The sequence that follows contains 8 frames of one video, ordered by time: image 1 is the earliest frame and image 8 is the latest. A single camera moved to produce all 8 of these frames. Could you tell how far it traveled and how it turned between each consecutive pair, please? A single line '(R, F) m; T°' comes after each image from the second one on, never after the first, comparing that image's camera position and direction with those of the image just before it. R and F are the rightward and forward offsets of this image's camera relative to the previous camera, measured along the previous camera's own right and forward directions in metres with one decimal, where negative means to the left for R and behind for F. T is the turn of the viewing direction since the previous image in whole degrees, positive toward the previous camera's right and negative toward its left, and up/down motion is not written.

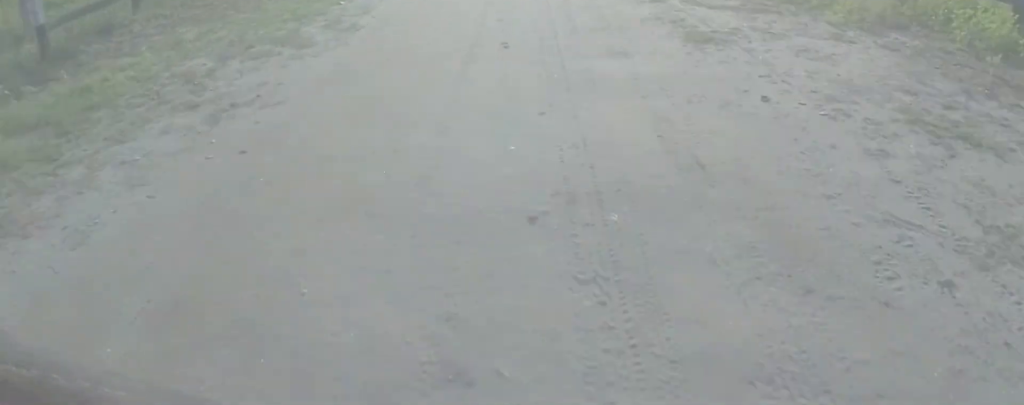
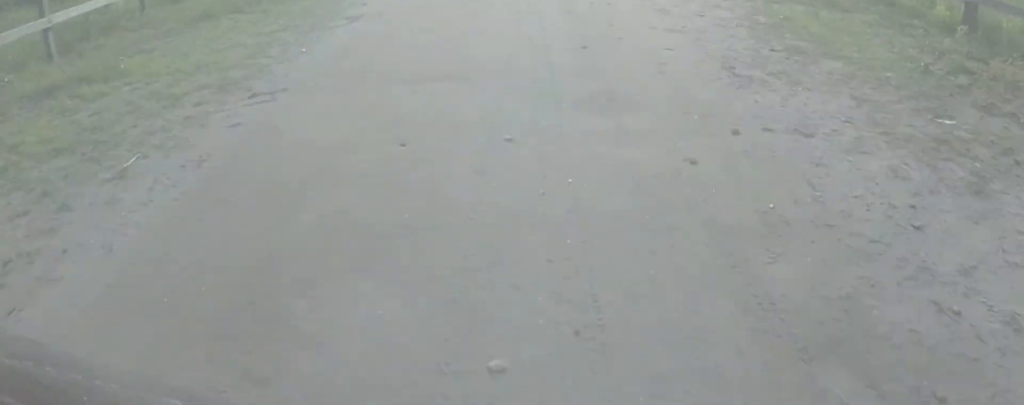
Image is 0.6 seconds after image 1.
(0.0, +7.6) m; +1°
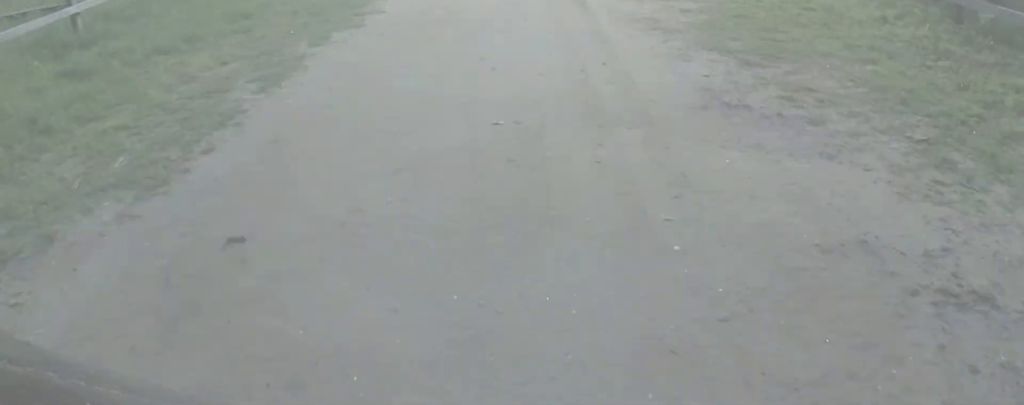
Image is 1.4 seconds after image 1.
(+0.1, +9.0) m; +1°
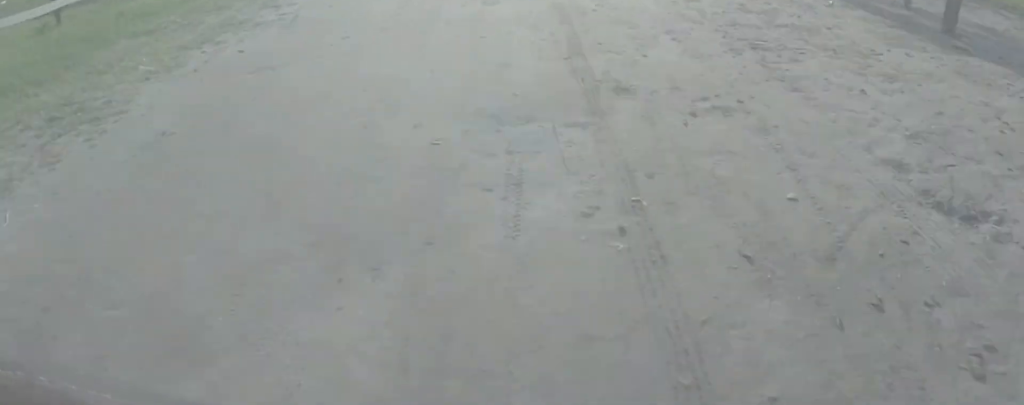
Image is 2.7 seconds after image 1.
(0.0, +15.0) m; -1°
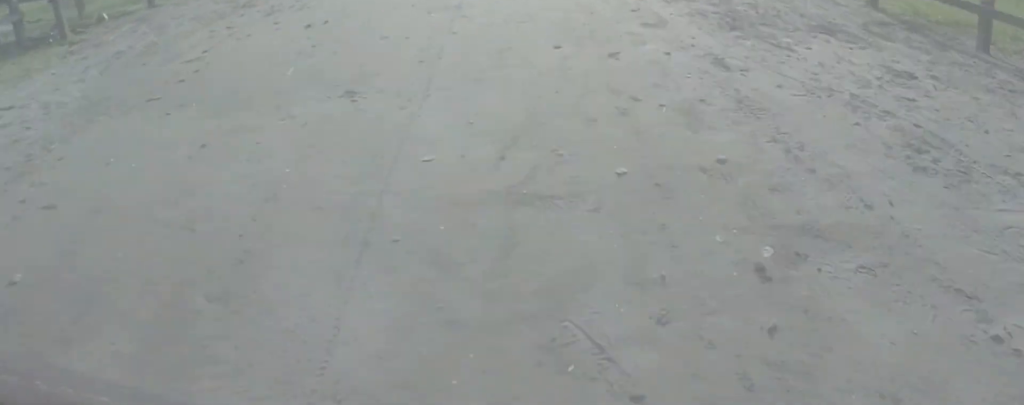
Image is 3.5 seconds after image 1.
(-0.1, +10.3) m; 0°
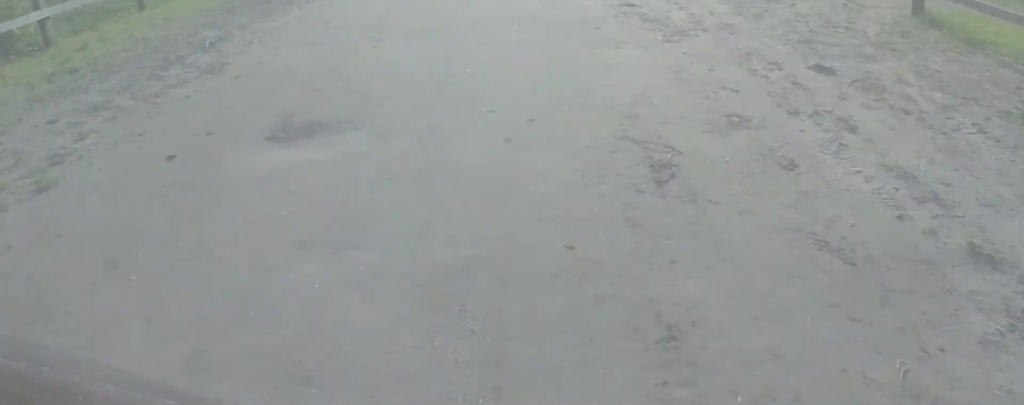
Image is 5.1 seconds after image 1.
(+0.4, +18.7) m; +1°
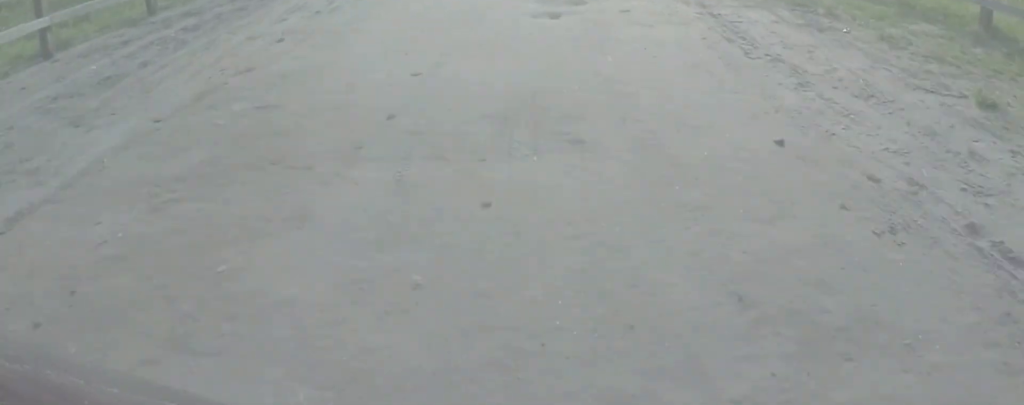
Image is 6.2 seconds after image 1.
(-0.3, +12.4) m; -1°
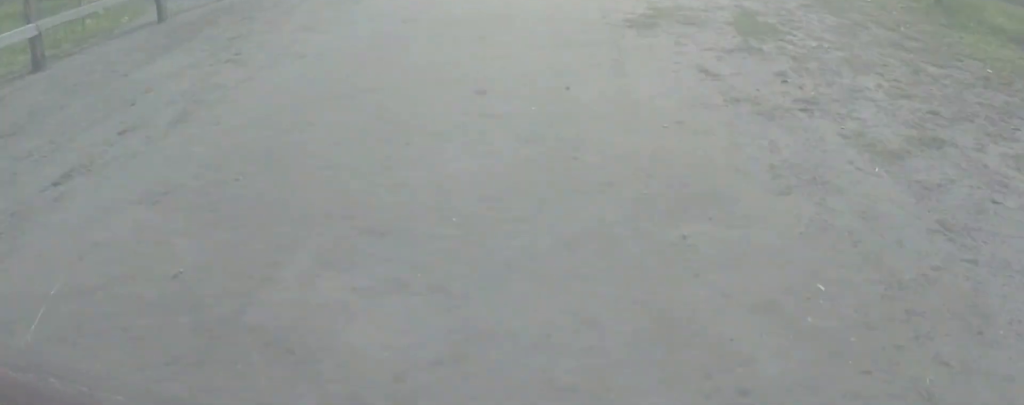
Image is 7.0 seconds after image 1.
(-0.1, +8.8) m; +1°
